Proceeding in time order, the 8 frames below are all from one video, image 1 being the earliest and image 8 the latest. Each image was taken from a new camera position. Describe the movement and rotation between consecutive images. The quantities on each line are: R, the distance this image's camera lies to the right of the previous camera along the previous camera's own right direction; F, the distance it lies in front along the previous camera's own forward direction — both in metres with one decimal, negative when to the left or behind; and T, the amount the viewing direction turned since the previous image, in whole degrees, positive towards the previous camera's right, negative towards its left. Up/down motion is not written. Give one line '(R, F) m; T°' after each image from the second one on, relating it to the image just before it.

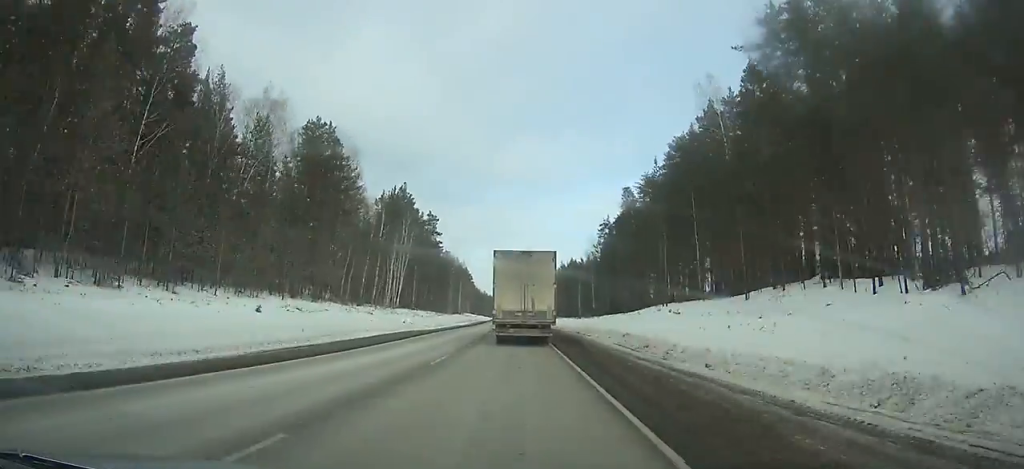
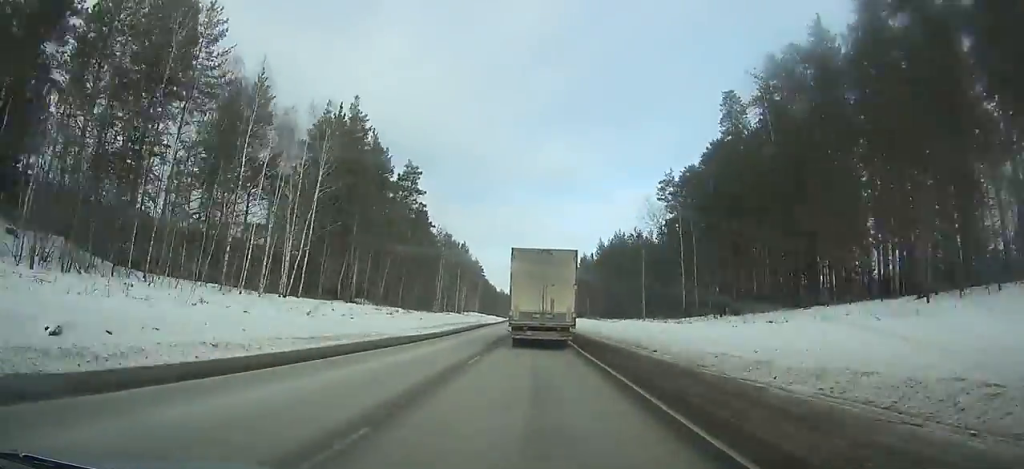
(-0.9, +48.2) m; -2°
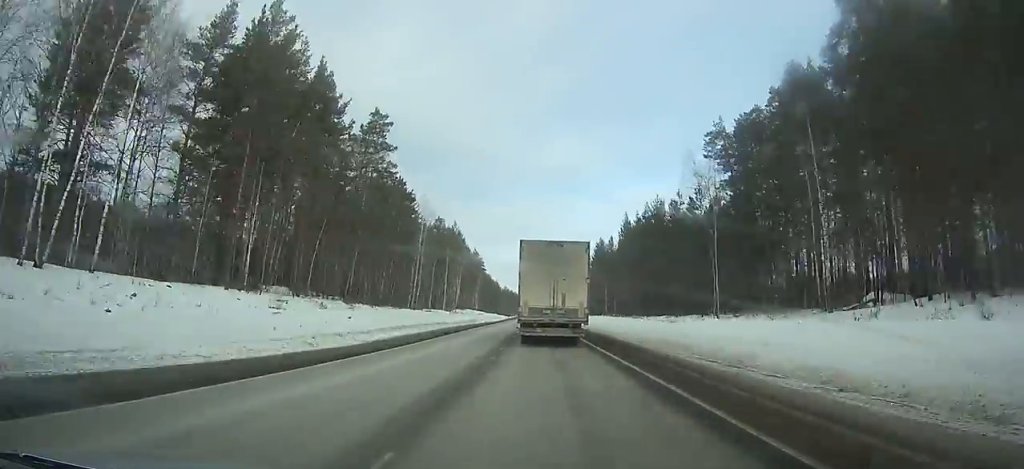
(-0.3, +26.3) m; 0°
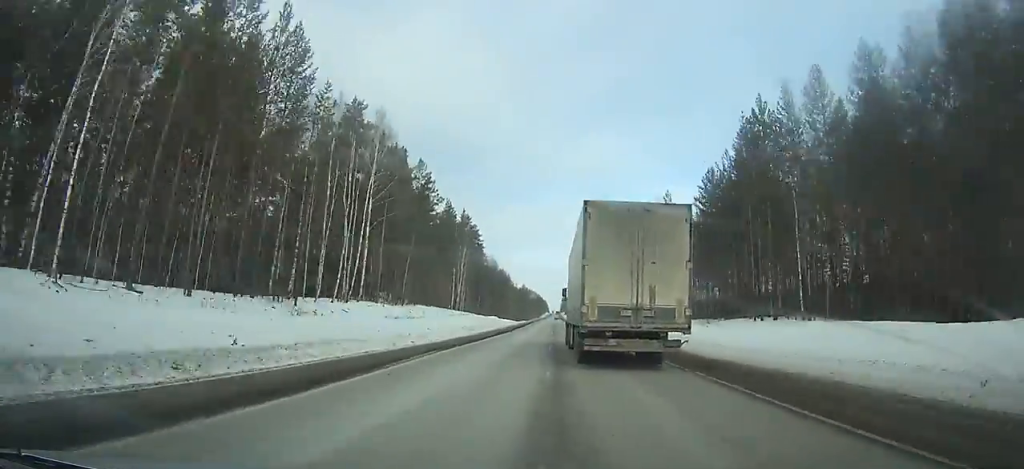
(-1.1, +88.9) m; -1°
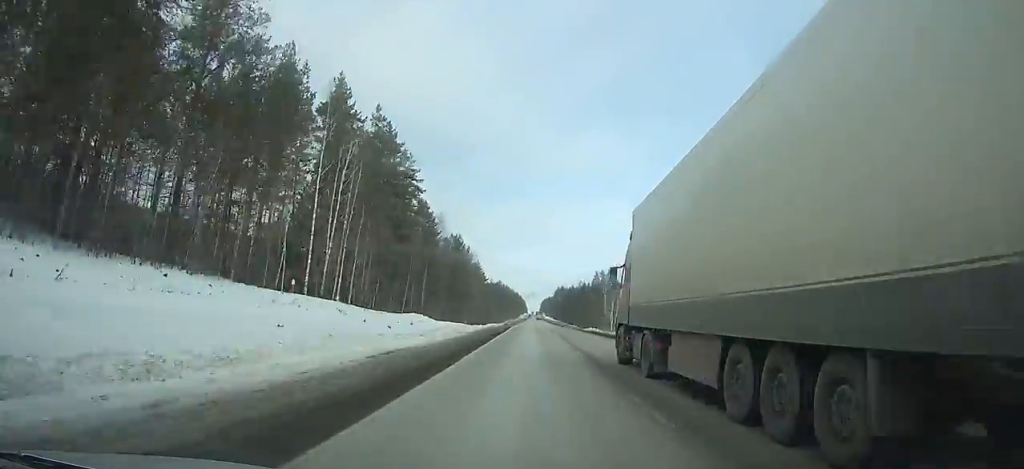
(+0.3, +66.8) m; +1°
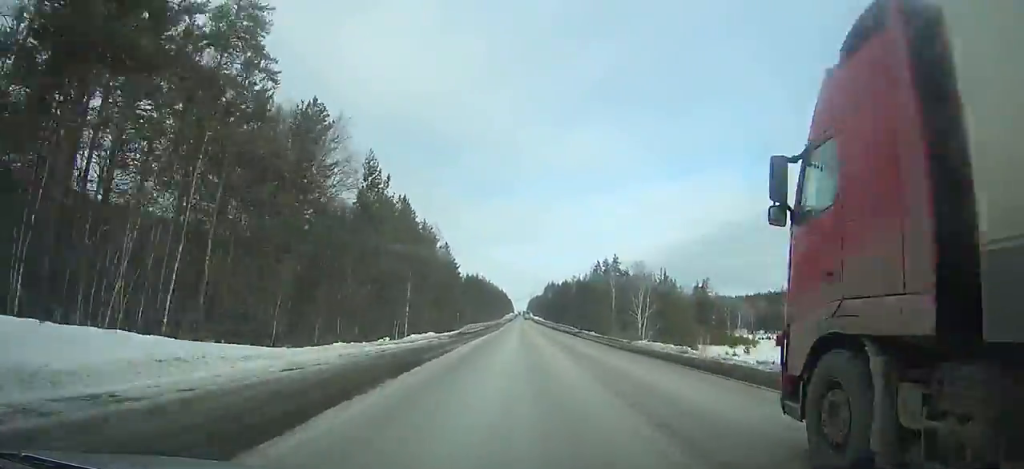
(+0.3, +49.0) m; +1°
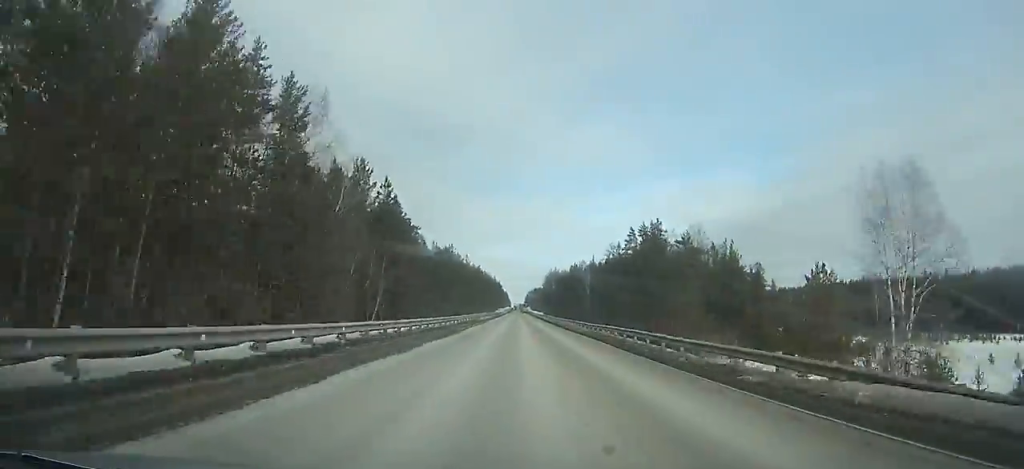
(+0.5, +63.7) m; 0°
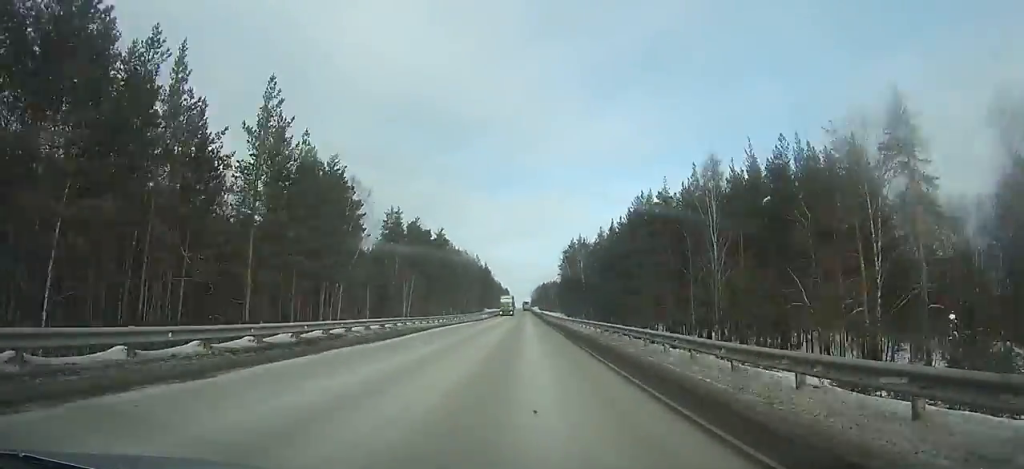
(-0.6, +131.9) m; -1°
